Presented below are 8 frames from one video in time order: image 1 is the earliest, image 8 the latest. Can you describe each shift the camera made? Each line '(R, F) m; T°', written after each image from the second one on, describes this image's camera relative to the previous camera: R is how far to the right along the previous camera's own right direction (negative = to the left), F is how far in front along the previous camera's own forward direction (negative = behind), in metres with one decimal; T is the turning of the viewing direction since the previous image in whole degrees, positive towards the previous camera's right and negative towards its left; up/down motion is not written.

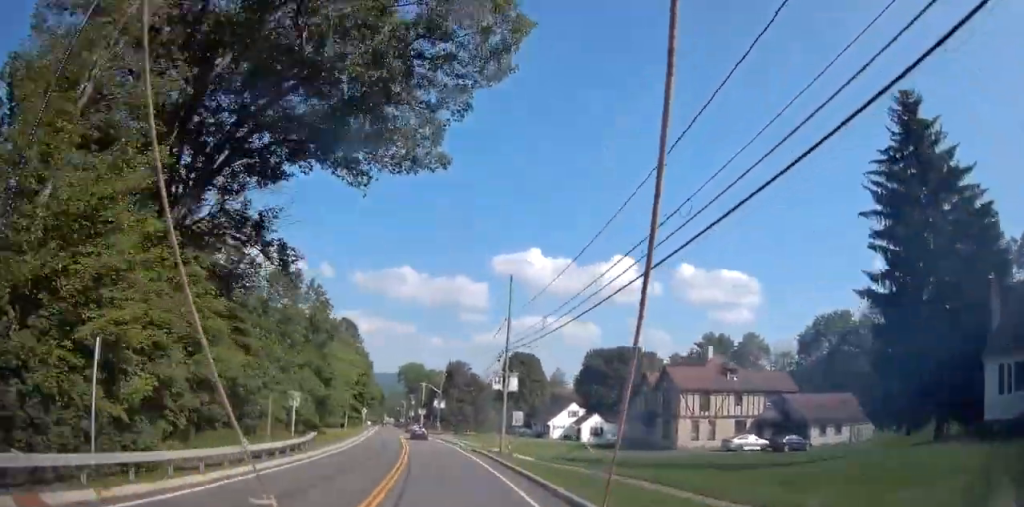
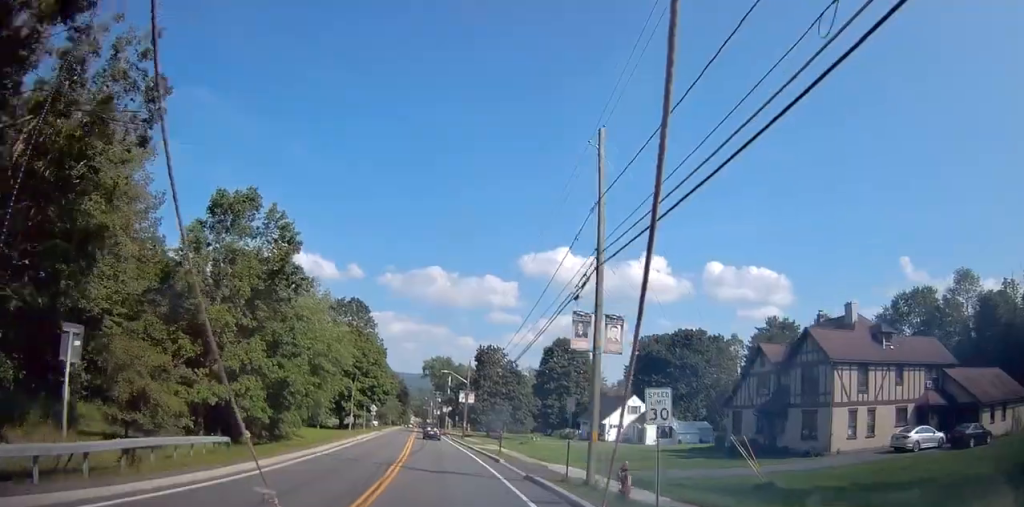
(-0.2, +19.3) m; -2°
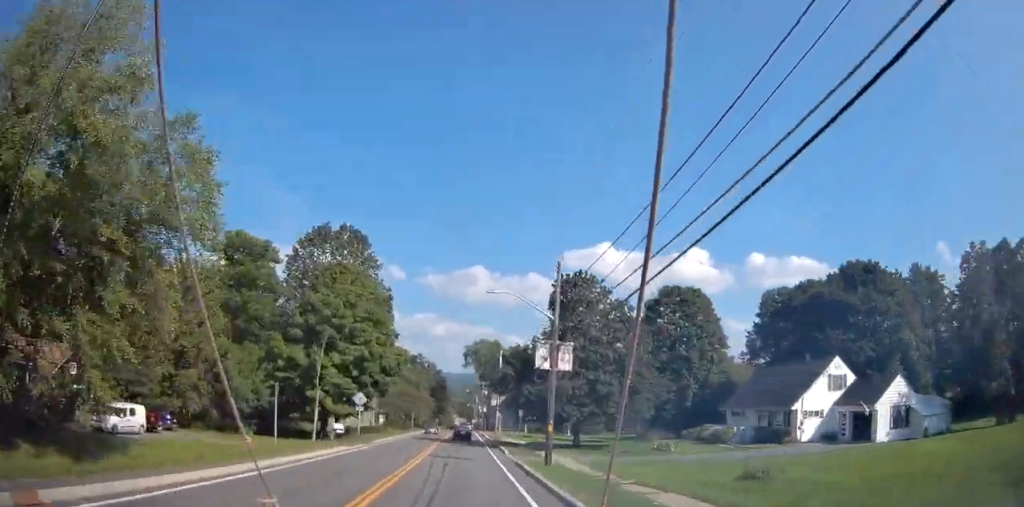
(-1.9, +39.4) m; -4°
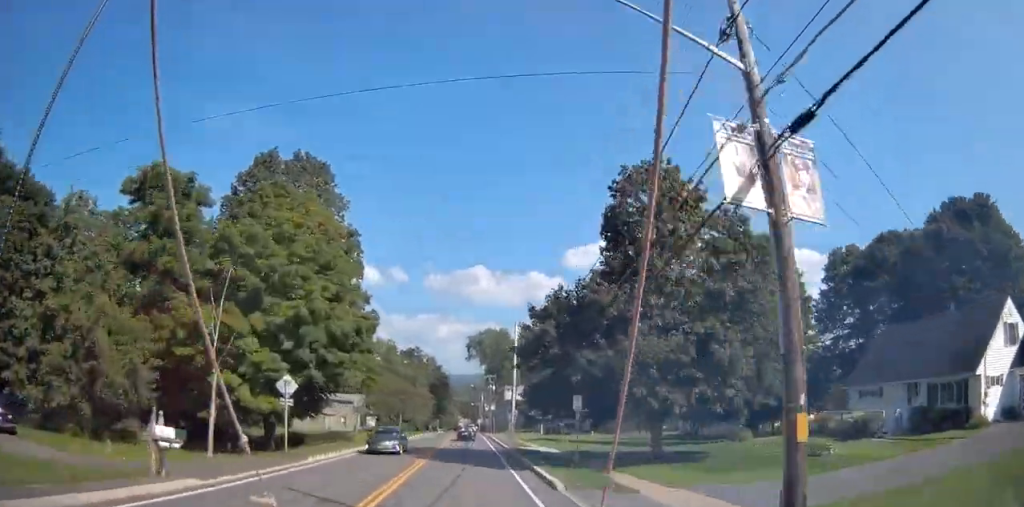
(-0.4, +18.5) m; -1°
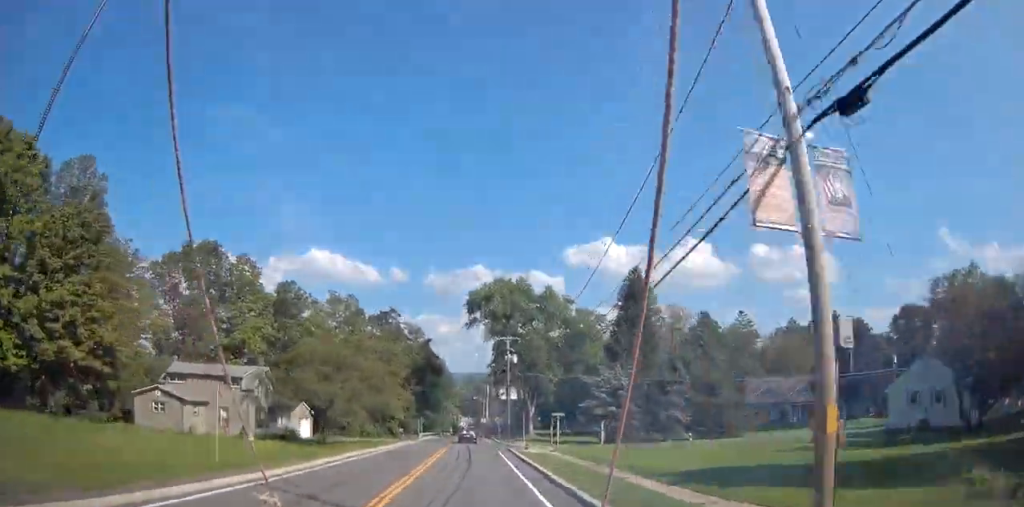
(-0.4, +44.3) m; 0°
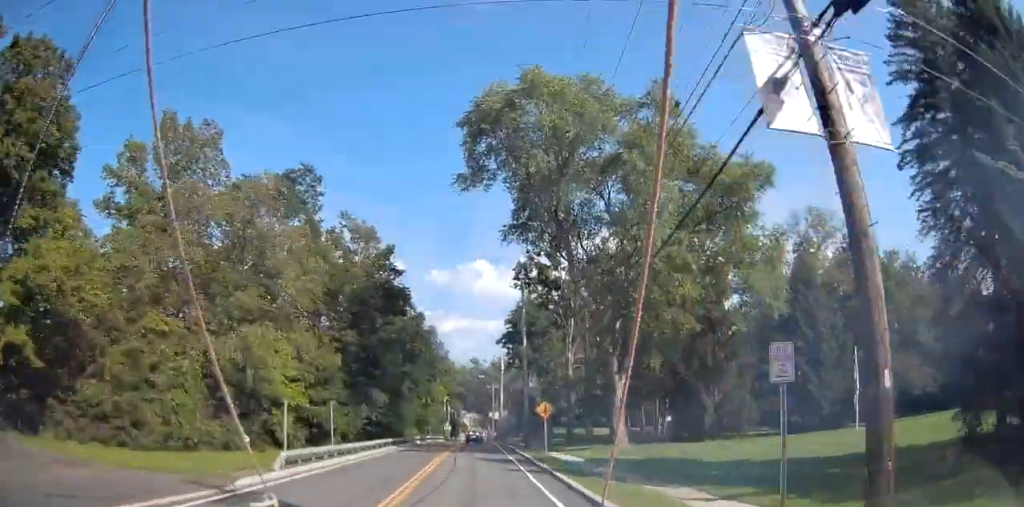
(+0.4, +51.9) m; 0°
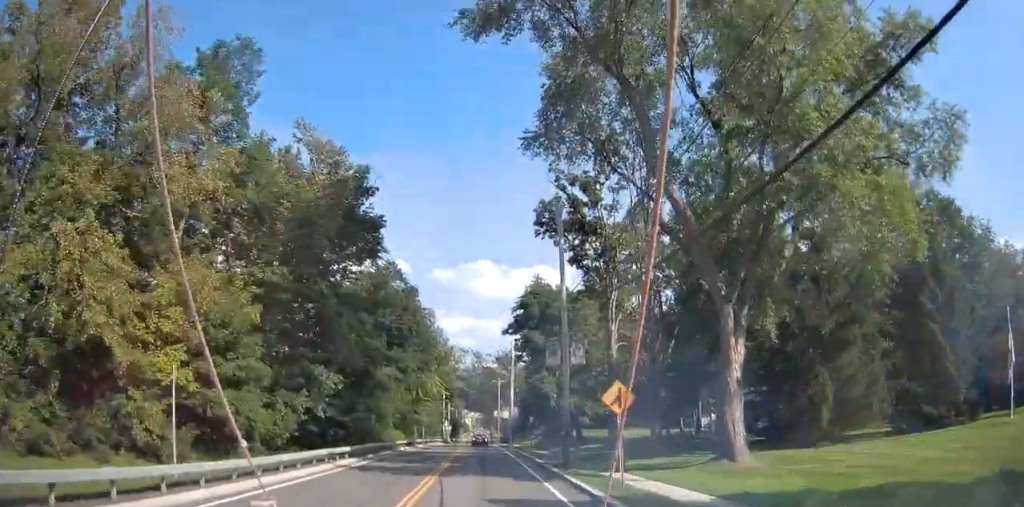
(0.0, +16.0) m; 0°
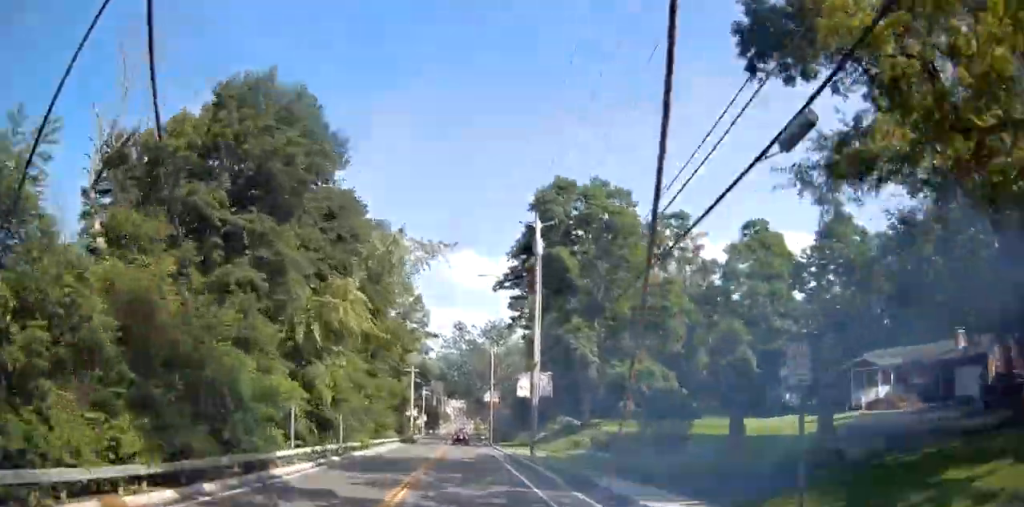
(-0.4, +35.9) m; 0°
